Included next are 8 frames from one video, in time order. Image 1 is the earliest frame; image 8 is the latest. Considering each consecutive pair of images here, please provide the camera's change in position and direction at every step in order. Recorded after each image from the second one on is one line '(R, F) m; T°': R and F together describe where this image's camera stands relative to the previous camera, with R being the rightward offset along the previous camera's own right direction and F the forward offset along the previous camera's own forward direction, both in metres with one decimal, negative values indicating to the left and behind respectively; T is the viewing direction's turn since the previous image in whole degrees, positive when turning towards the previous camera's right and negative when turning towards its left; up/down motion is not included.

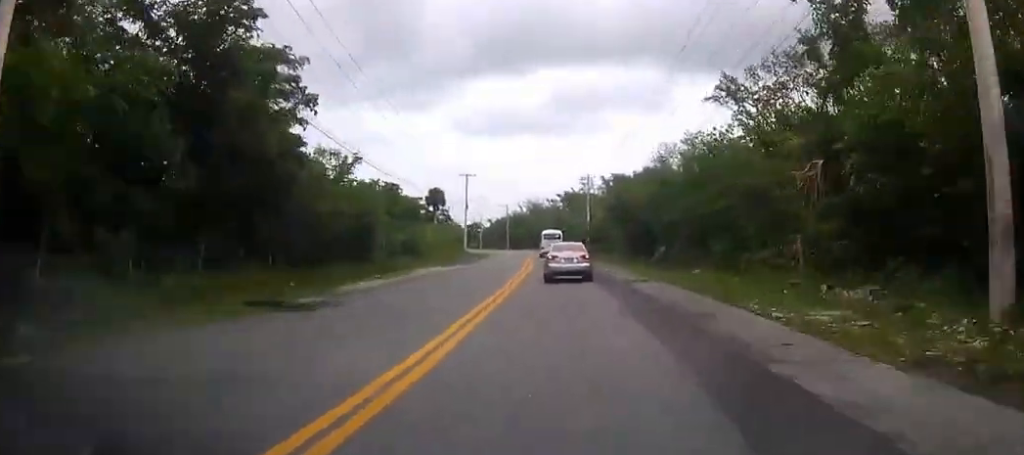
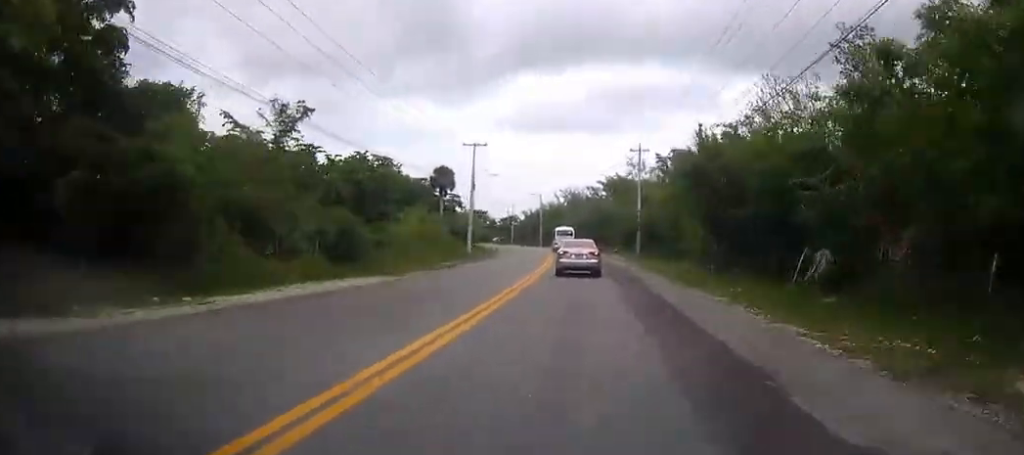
(-0.1, +25.6) m; -2°
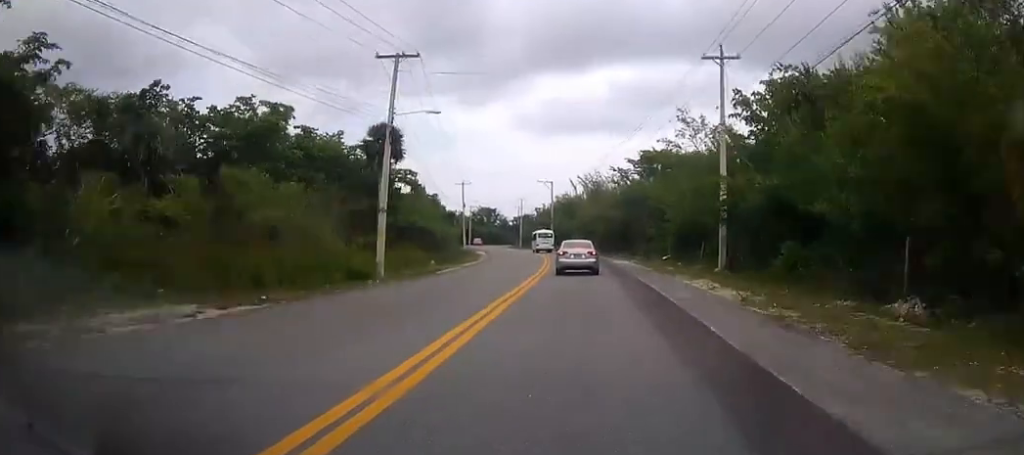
(-1.3, +34.9) m; -3°
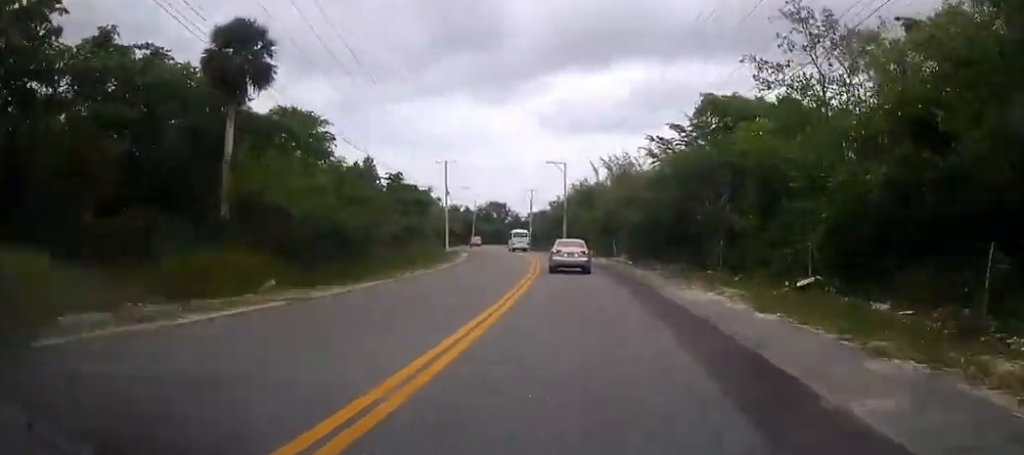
(-0.7, +28.6) m; -3°
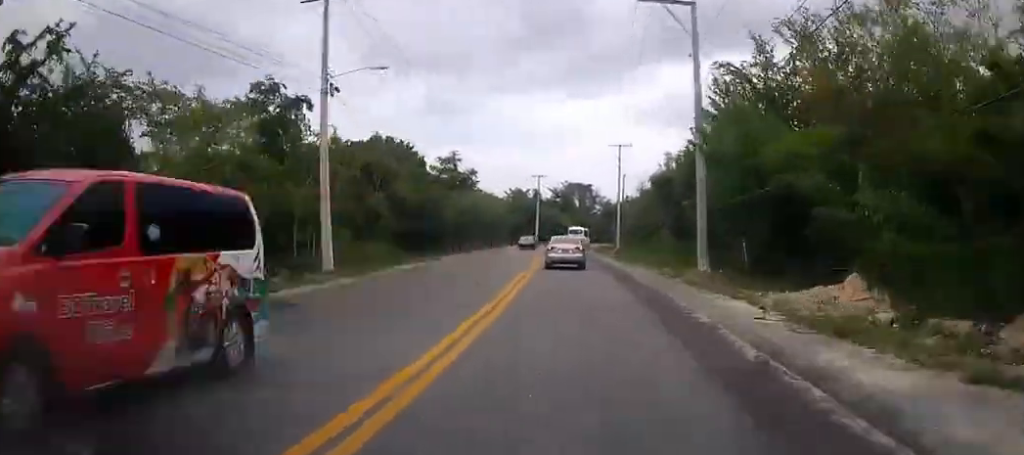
(-2.9, +57.5) m; -6°
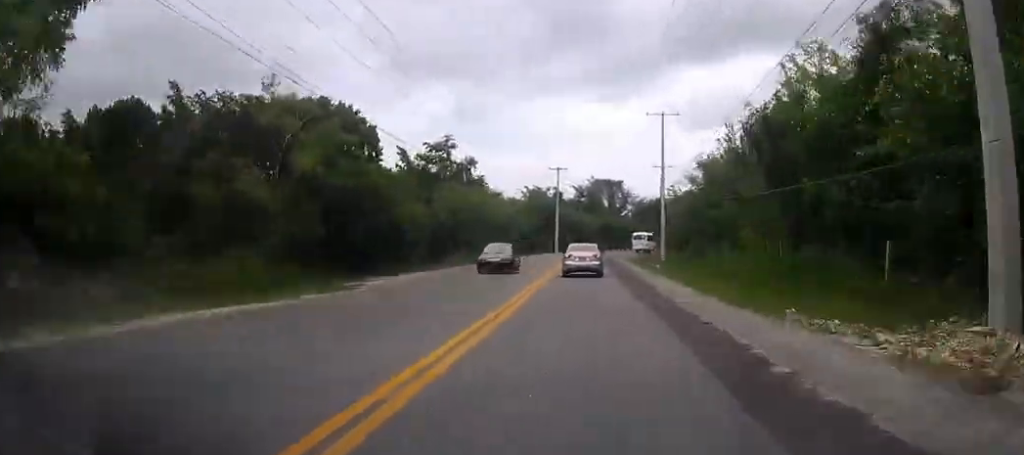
(-0.2, +19.7) m; -2°
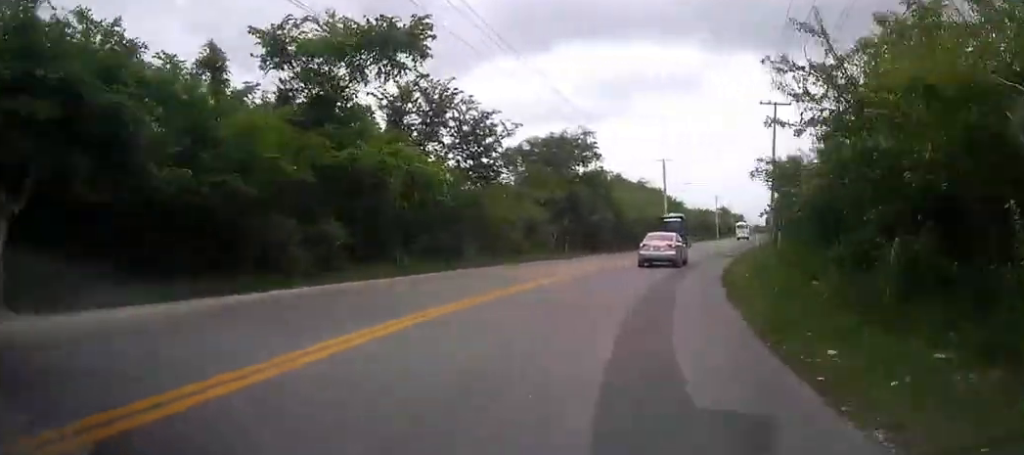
(+3.3, +87.4) m; +14°
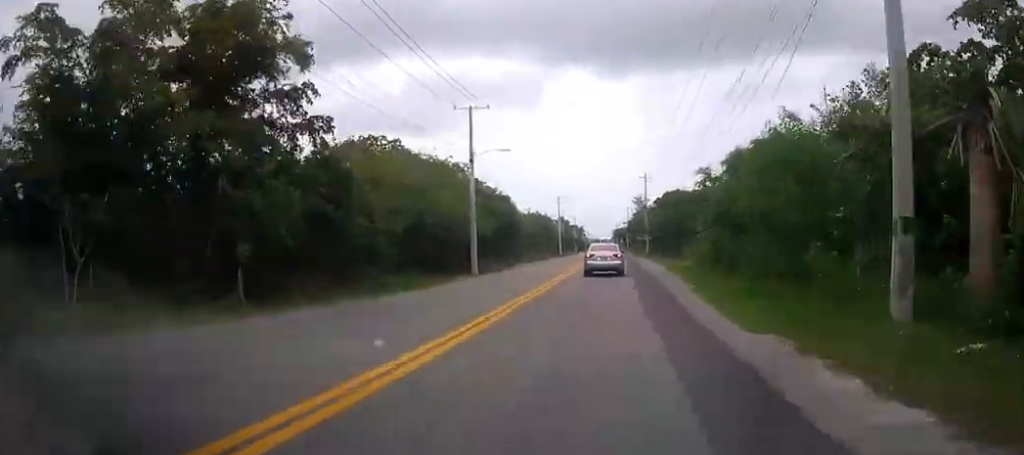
(+6.0, +42.9) m; +11°
